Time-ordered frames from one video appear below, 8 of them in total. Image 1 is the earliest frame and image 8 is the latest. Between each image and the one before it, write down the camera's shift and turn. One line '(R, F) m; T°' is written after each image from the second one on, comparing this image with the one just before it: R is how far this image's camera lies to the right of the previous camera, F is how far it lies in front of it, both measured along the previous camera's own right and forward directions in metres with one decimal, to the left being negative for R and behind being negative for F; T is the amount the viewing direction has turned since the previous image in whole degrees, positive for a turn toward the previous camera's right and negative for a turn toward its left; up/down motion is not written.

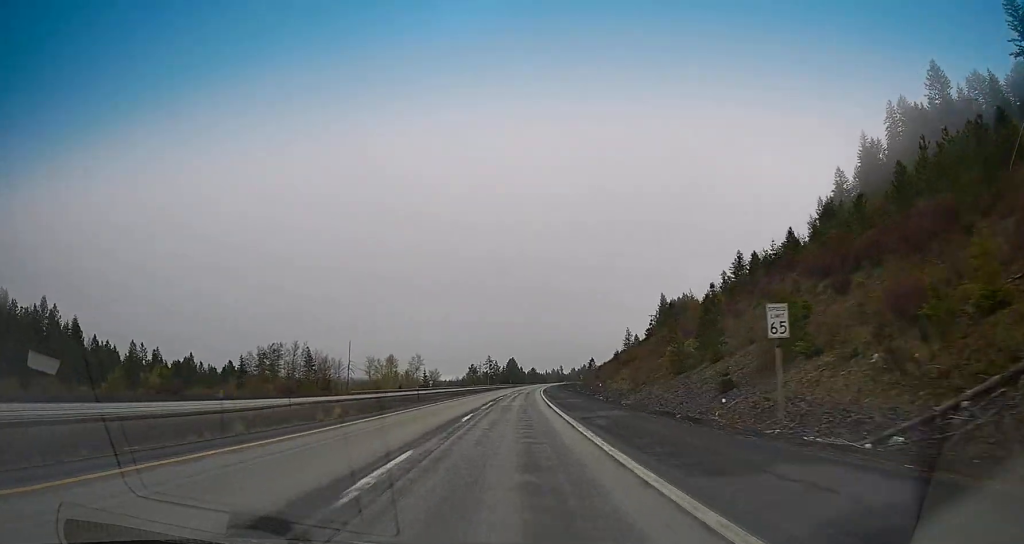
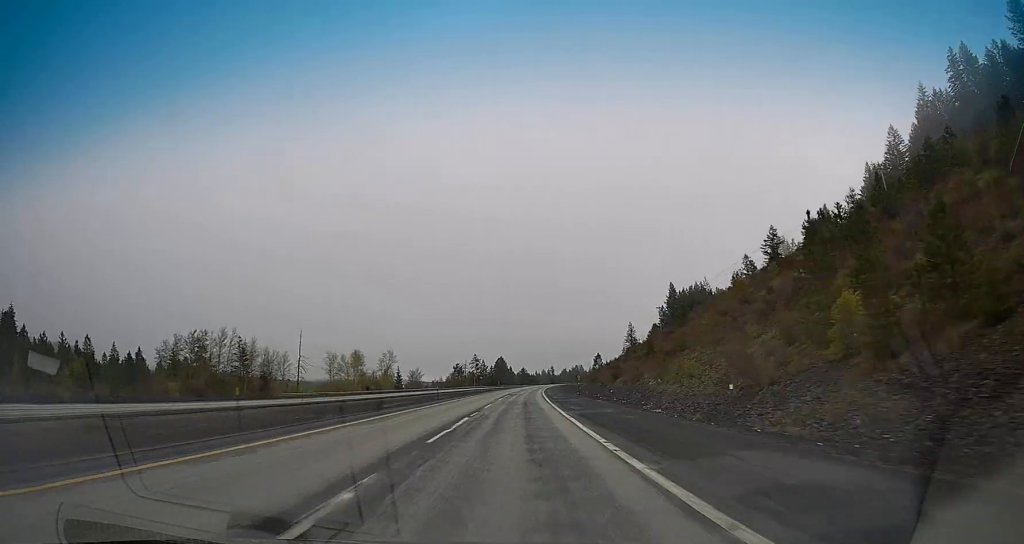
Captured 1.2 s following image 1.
(+0.3, +34.8) m; +1°
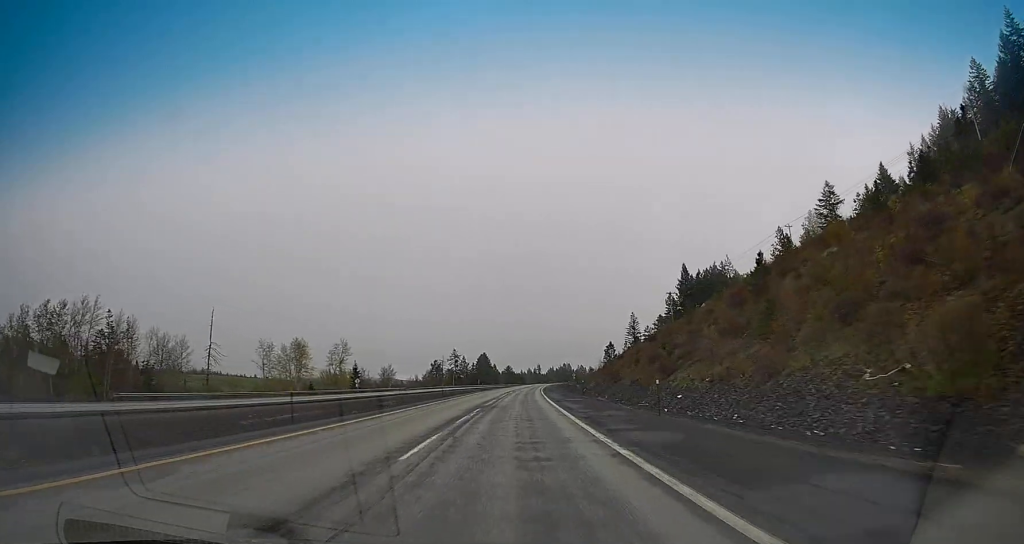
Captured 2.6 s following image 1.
(+0.6, +39.6) m; +1°
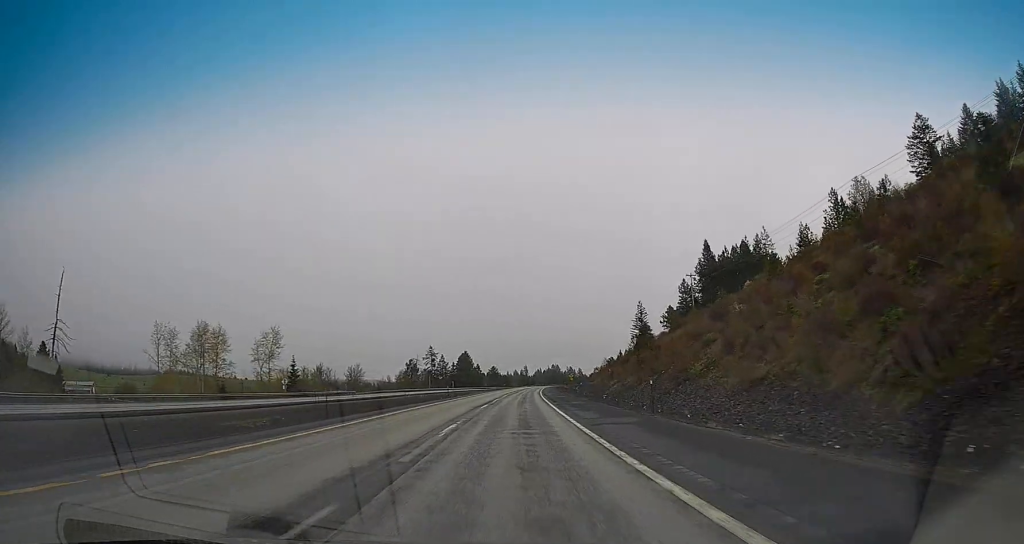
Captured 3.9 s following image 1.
(+0.3, +39.7) m; +1°
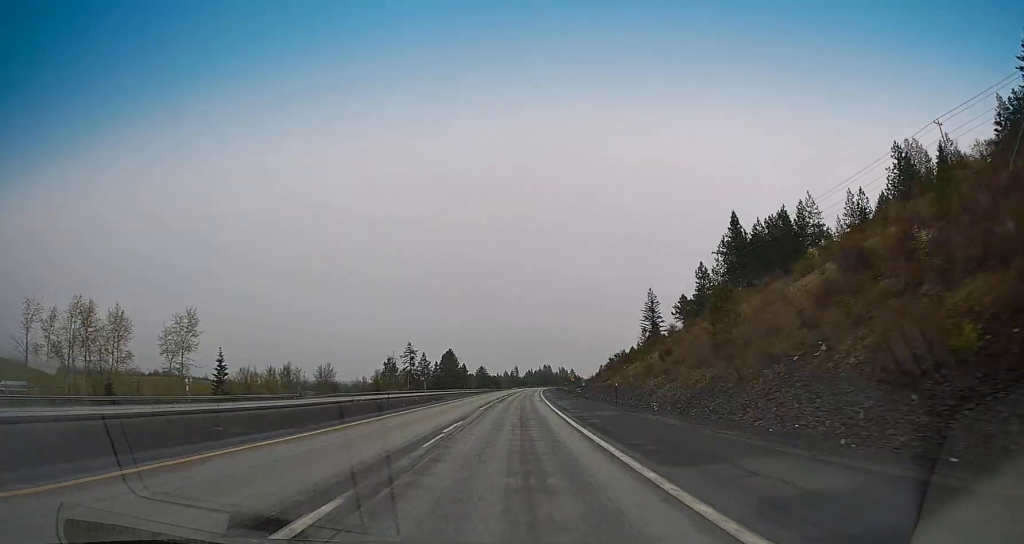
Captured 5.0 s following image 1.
(+0.3, +30.9) m; 0°
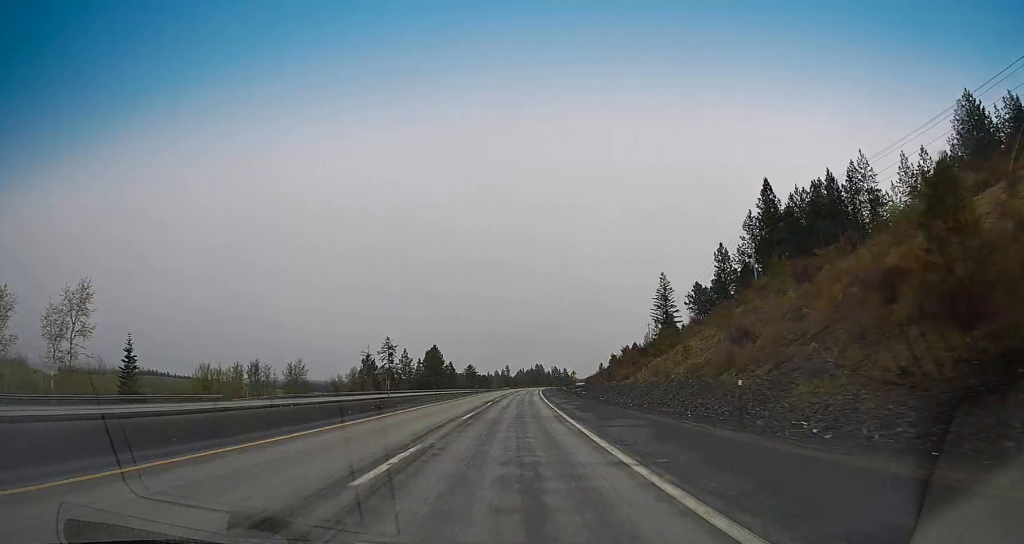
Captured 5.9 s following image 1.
(-0.1, +25.1) m; +1°
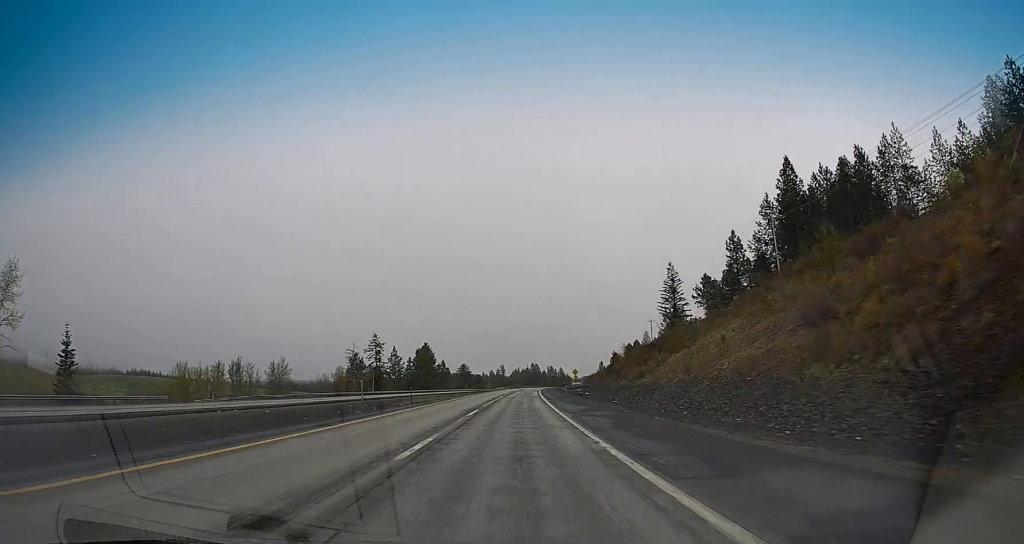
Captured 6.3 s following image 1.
(+0.1, +12.6) m; 0°
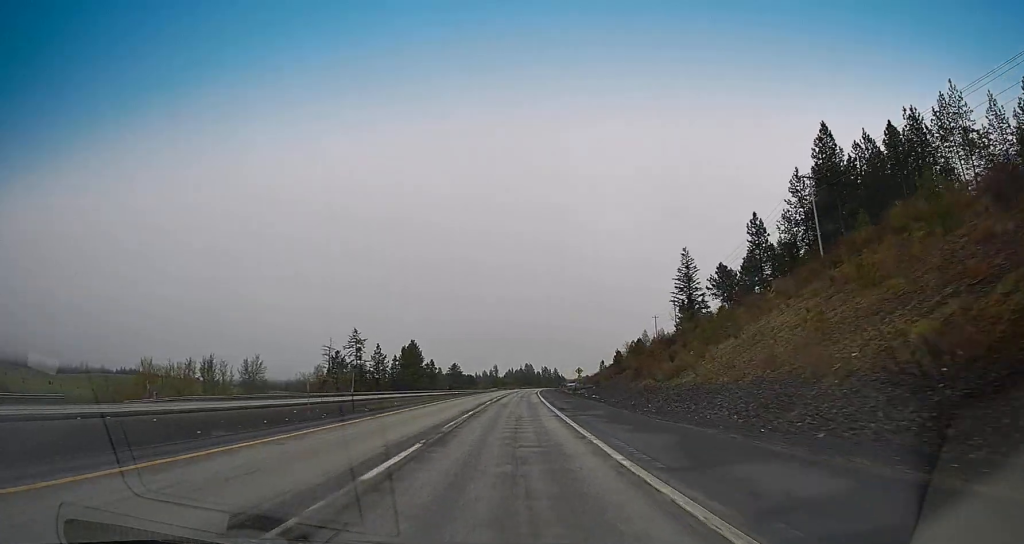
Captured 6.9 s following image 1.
(+0.2, +17.4) m; +1°
